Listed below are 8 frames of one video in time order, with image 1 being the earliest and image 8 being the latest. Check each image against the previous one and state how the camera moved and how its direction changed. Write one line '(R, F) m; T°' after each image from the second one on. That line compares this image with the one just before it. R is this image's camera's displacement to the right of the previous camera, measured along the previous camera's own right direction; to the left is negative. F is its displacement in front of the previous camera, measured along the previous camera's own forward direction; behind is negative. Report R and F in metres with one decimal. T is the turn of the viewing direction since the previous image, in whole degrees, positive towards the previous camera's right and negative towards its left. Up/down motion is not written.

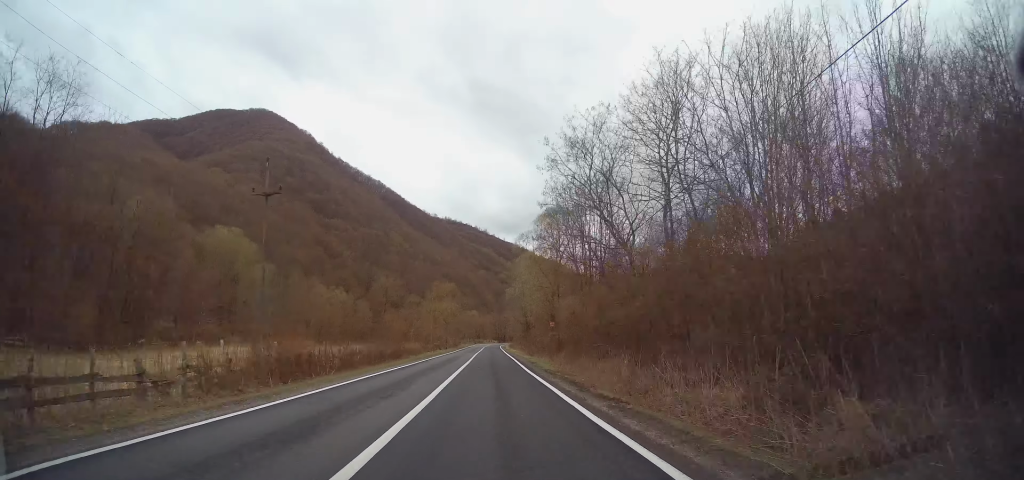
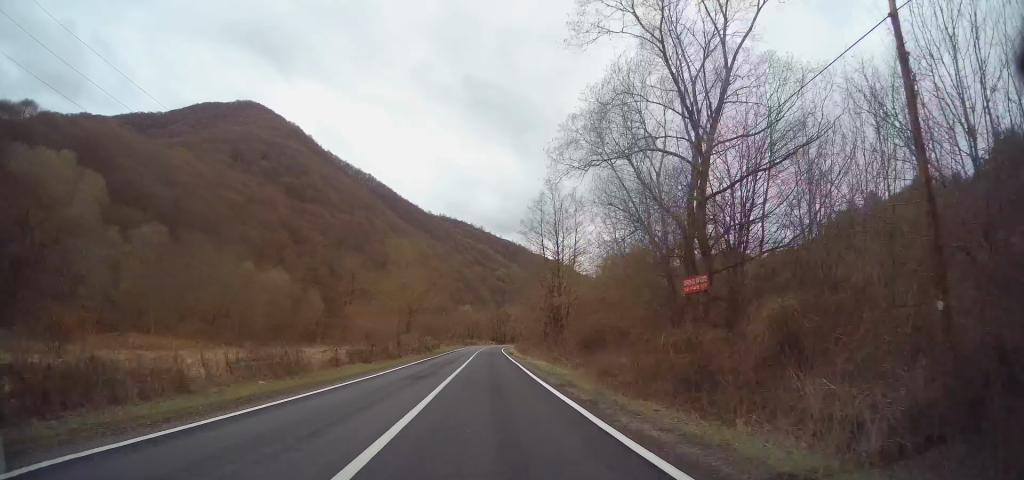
(+0.1, +39.7) m; 0°
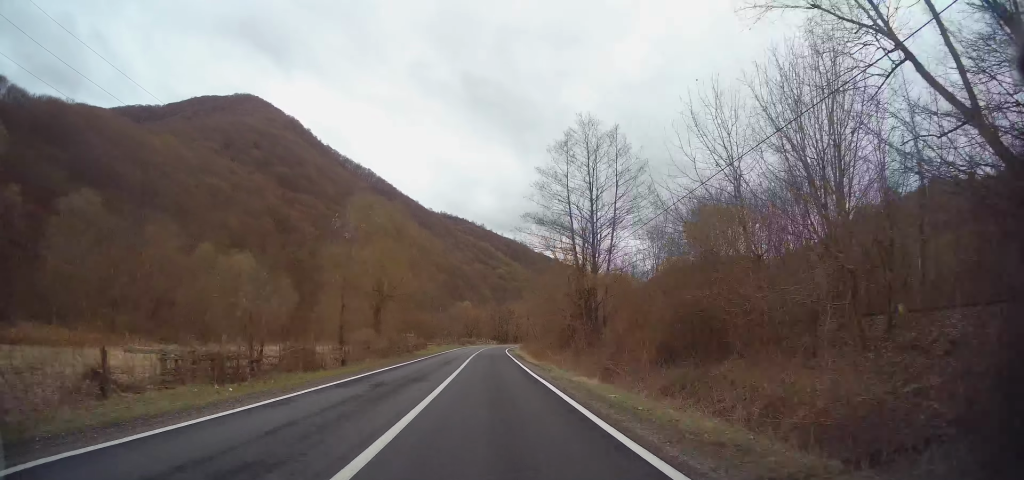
(0.0, +15.6) m; 0°
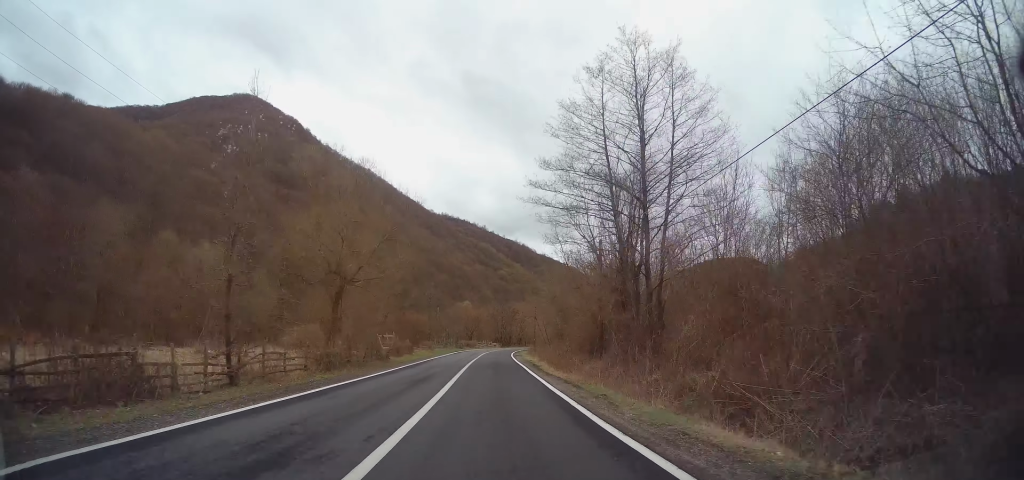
(0.0, +10.8) m; 0°
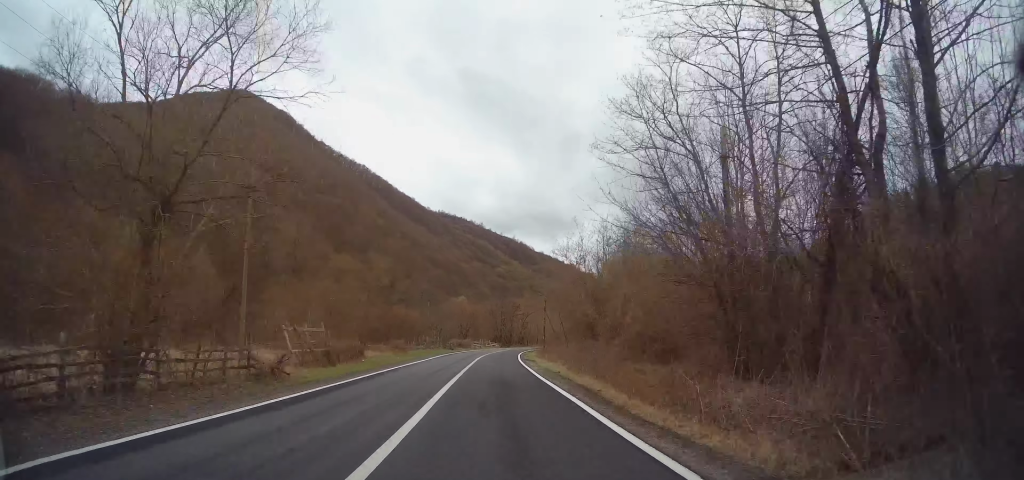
(+0.1, +16.2) m; +1°
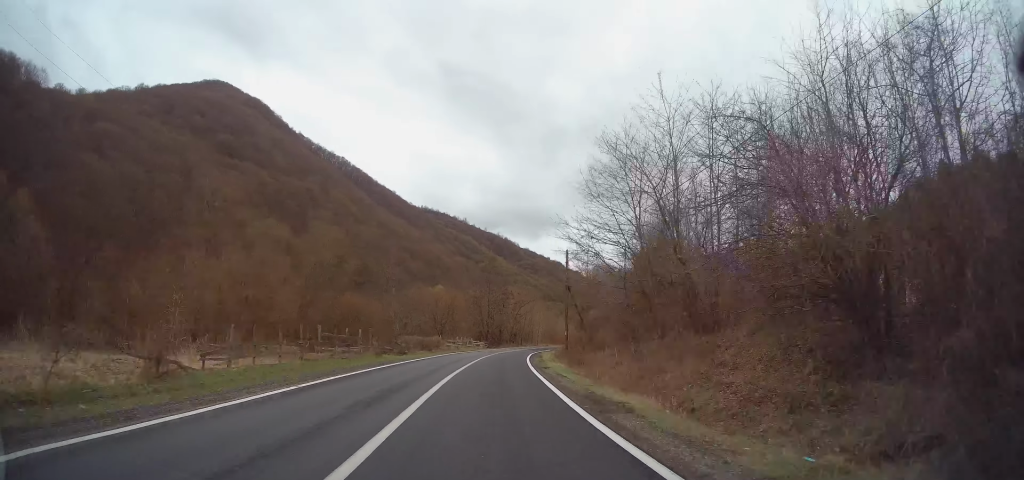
(+0.5, +26.7) m; +1°
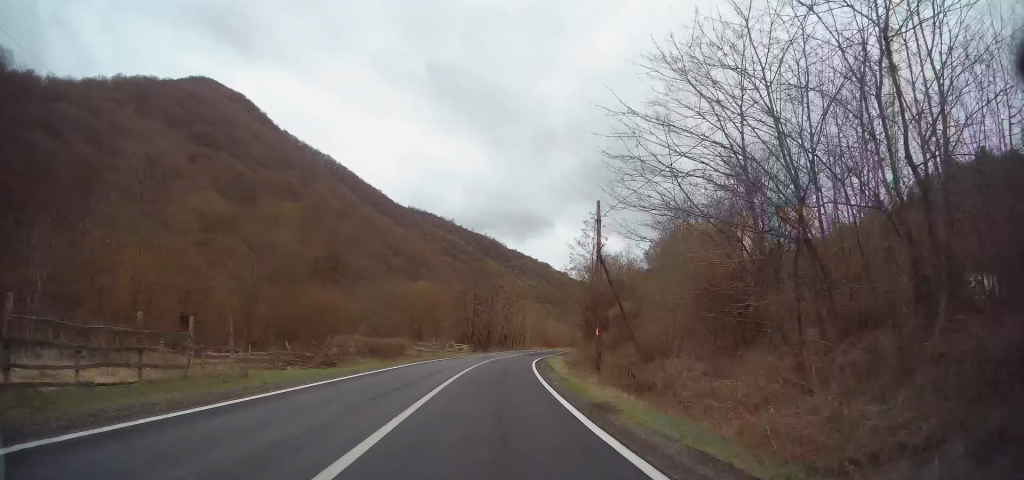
(+0.1, +13.7) m; +1°
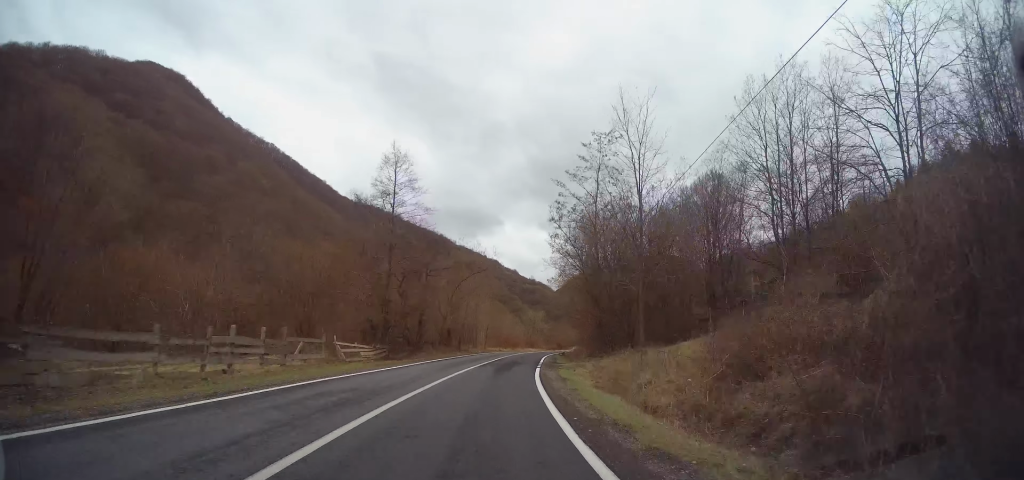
(+0.7, +28.6) m; +5°
